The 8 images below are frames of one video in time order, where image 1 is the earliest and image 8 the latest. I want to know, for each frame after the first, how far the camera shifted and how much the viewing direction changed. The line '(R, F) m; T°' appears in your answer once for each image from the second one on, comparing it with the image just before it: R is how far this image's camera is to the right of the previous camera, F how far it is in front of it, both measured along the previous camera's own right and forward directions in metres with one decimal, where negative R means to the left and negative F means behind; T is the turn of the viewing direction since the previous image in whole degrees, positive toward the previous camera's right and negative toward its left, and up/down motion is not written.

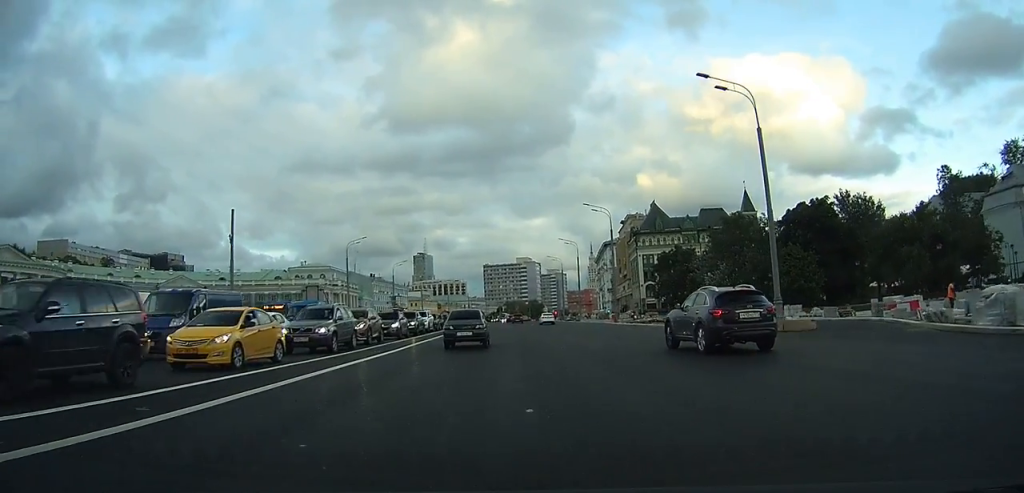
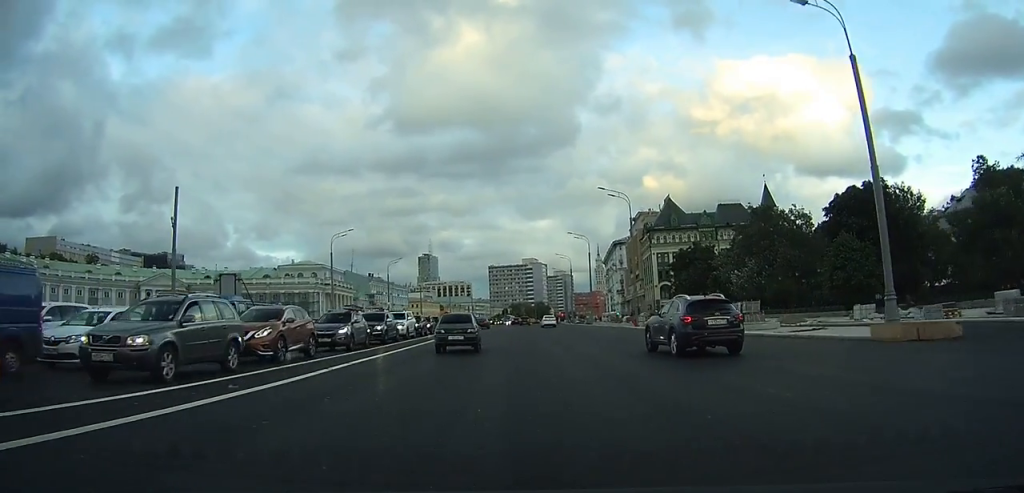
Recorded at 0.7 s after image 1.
(-0.1, +10.4) m; -1°
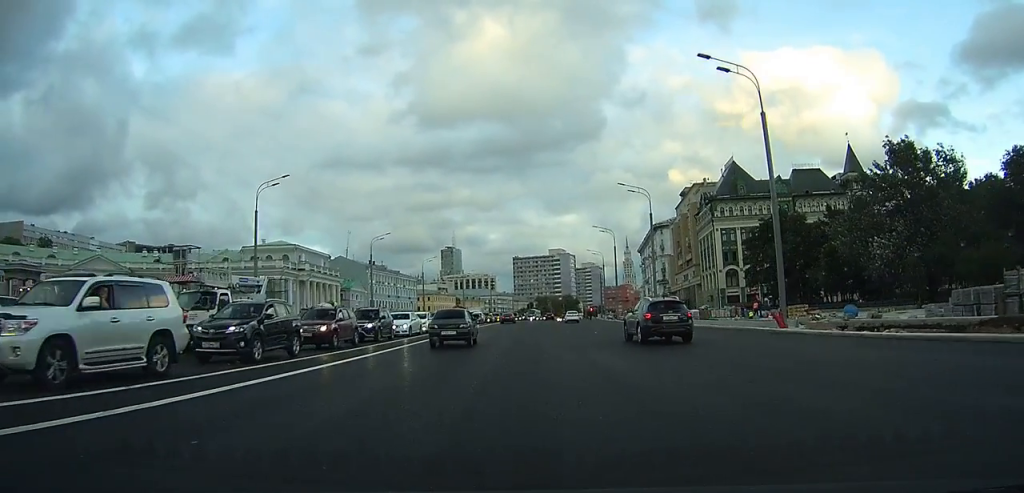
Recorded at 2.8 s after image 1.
(-0.8, +31.5) m; -2°
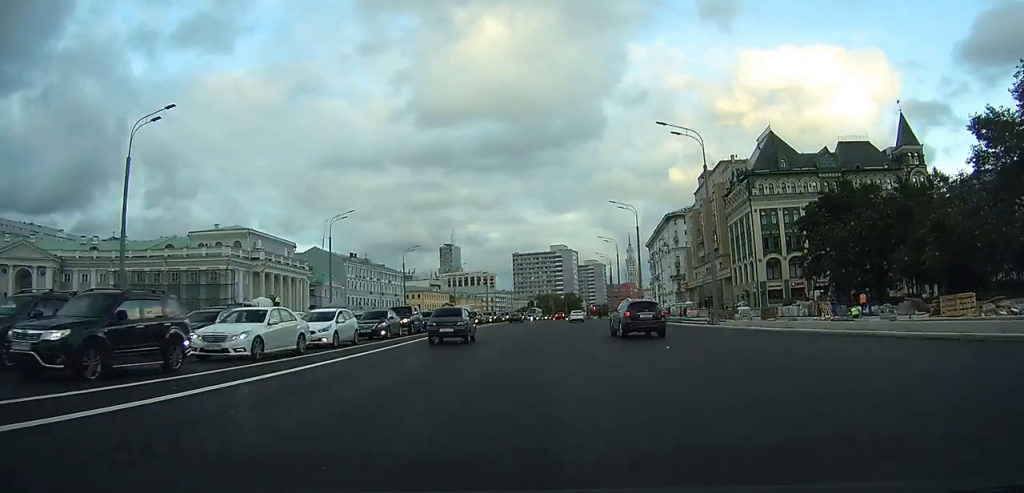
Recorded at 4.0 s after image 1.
(+0.1, +19.7) m; 0°
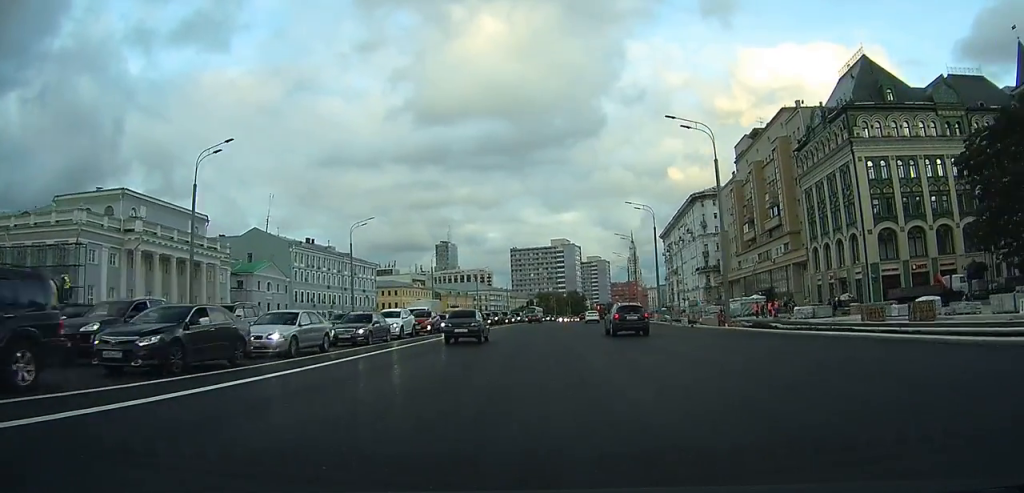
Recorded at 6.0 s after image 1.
(-0.2, +31.9) m; 0°
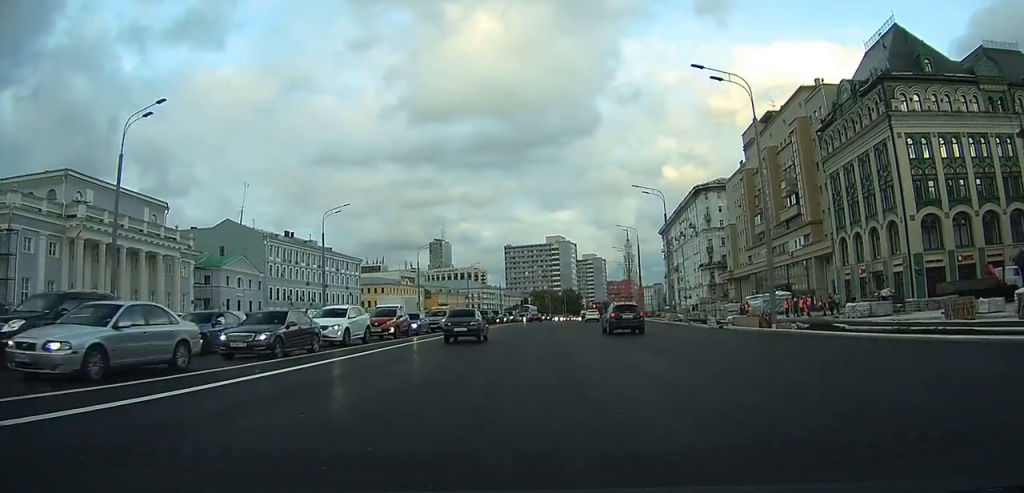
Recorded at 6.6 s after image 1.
(0.0, +8.7) m; +1°
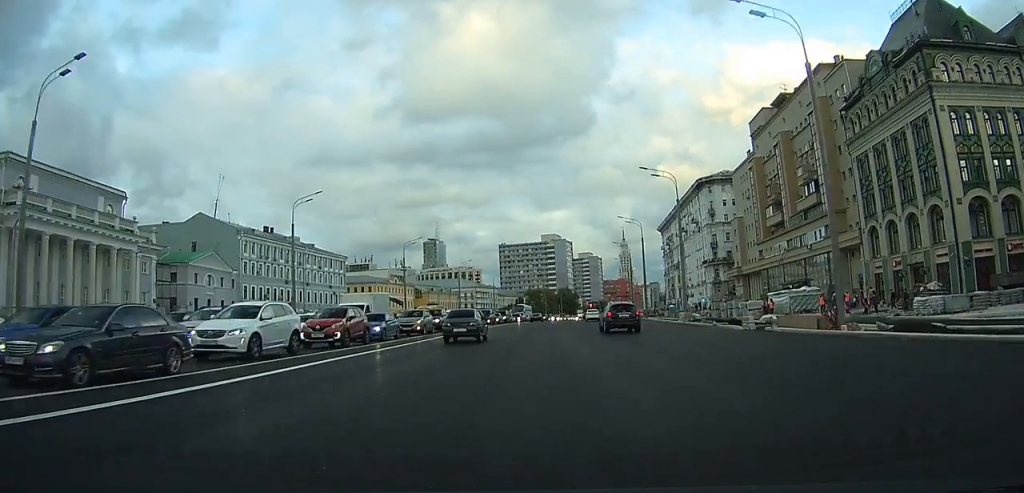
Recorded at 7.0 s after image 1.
(0.0, +7.6) m; +1°
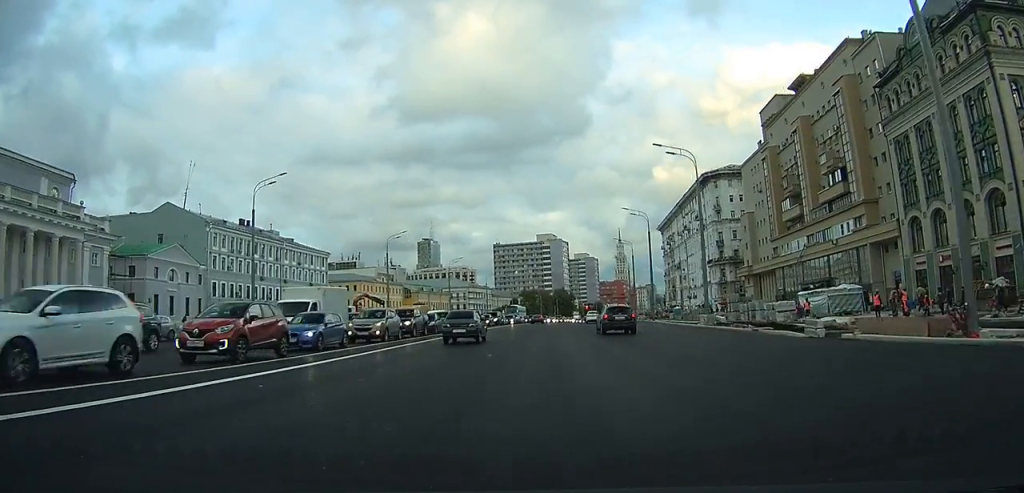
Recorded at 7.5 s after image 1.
(+0.1, +8.2) m; +1°
